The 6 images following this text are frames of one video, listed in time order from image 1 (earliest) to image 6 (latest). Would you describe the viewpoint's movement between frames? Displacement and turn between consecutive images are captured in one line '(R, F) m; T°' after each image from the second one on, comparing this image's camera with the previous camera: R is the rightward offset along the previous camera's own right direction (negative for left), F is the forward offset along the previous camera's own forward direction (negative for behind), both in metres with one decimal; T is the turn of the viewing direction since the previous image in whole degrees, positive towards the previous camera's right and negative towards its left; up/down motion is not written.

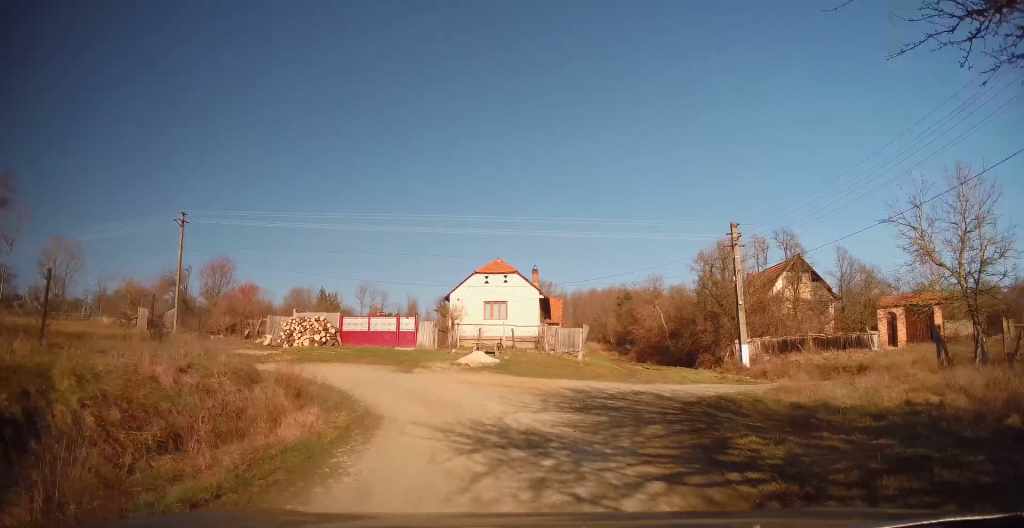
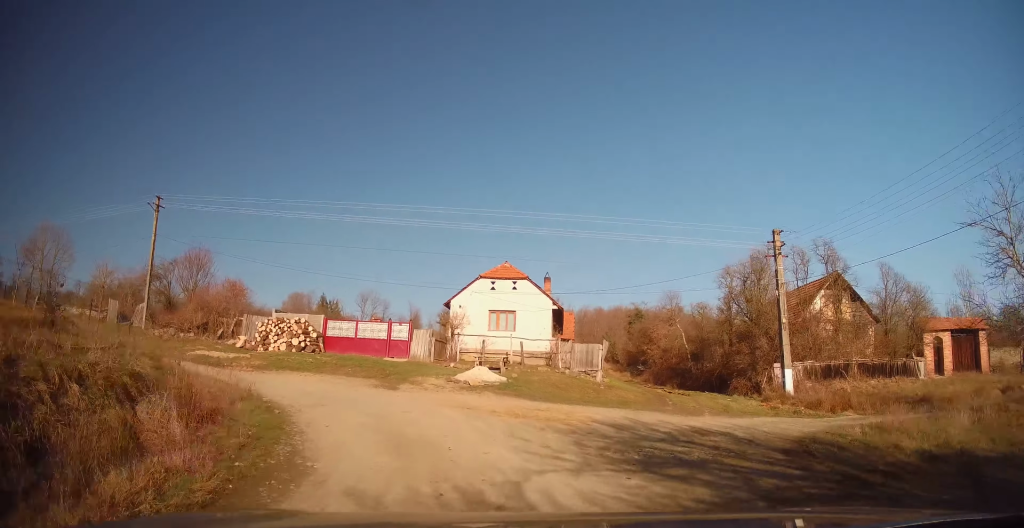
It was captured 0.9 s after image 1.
(0.0, +4.6) m; +1°
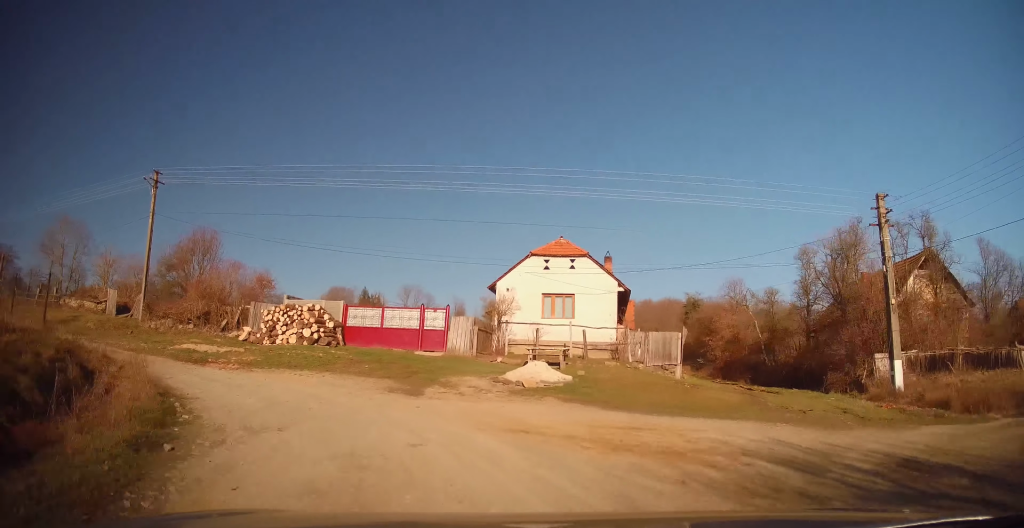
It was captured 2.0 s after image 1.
(+0.1, +5.5) m; -9°
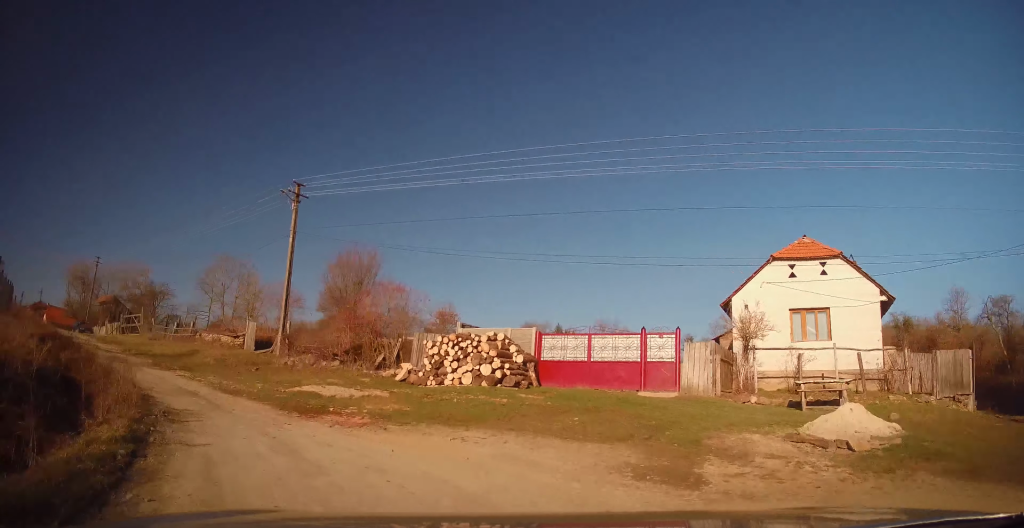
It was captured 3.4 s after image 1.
(-1.3, +6.0) m; -17°
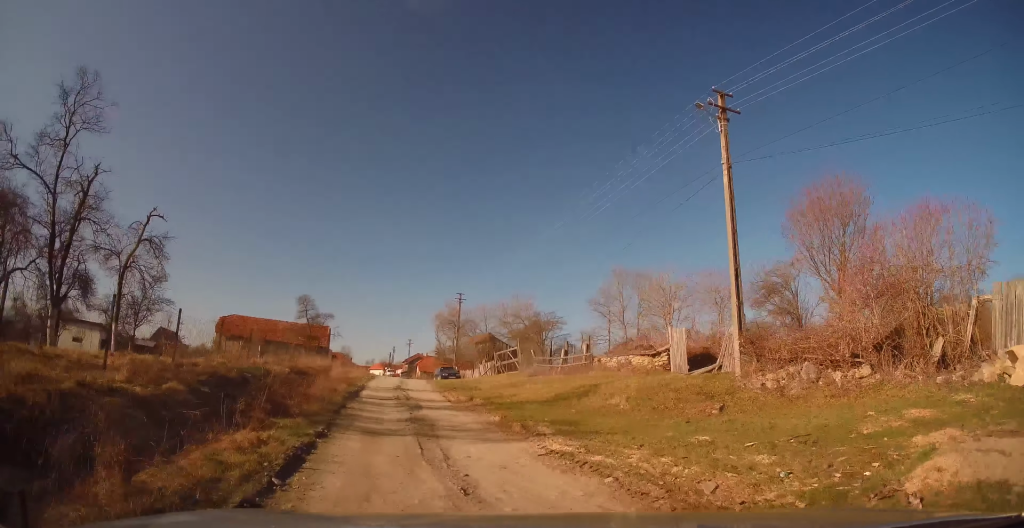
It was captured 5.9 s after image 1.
(-3.4, +10.1) m; -42°
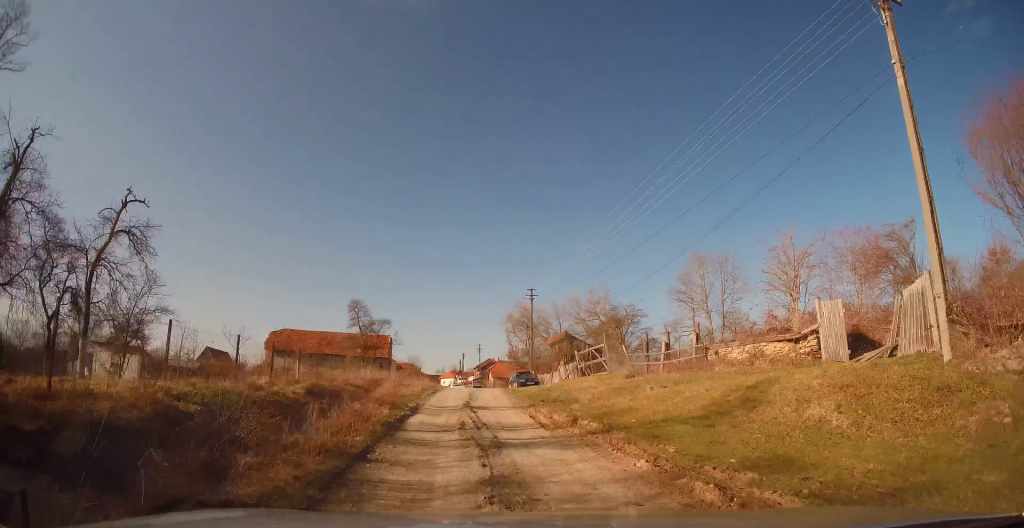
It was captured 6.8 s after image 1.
(-0.7, +4.9) m; -8°
